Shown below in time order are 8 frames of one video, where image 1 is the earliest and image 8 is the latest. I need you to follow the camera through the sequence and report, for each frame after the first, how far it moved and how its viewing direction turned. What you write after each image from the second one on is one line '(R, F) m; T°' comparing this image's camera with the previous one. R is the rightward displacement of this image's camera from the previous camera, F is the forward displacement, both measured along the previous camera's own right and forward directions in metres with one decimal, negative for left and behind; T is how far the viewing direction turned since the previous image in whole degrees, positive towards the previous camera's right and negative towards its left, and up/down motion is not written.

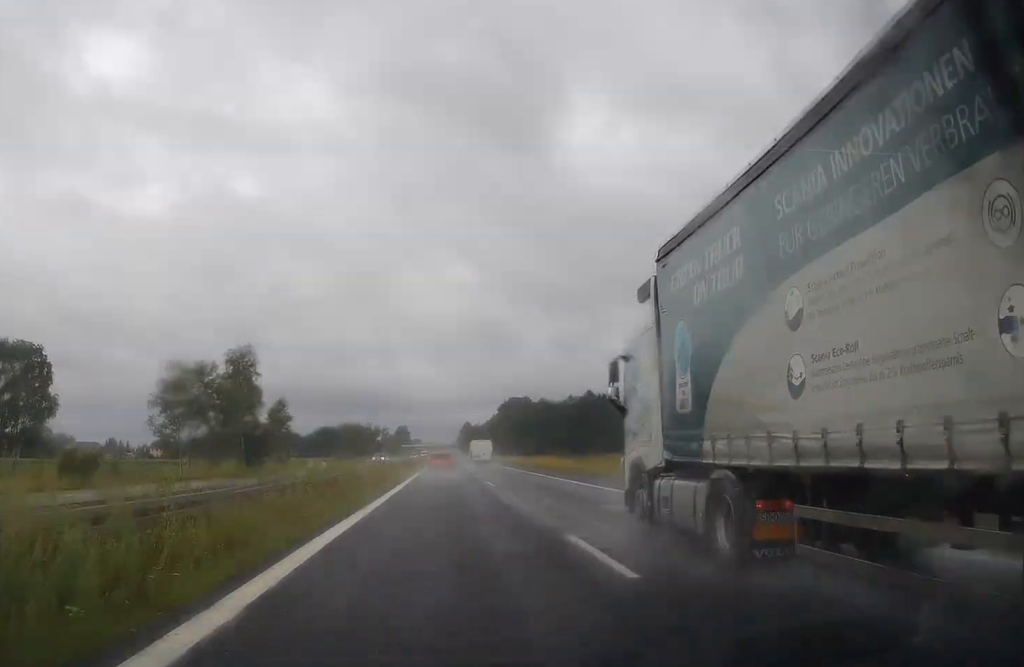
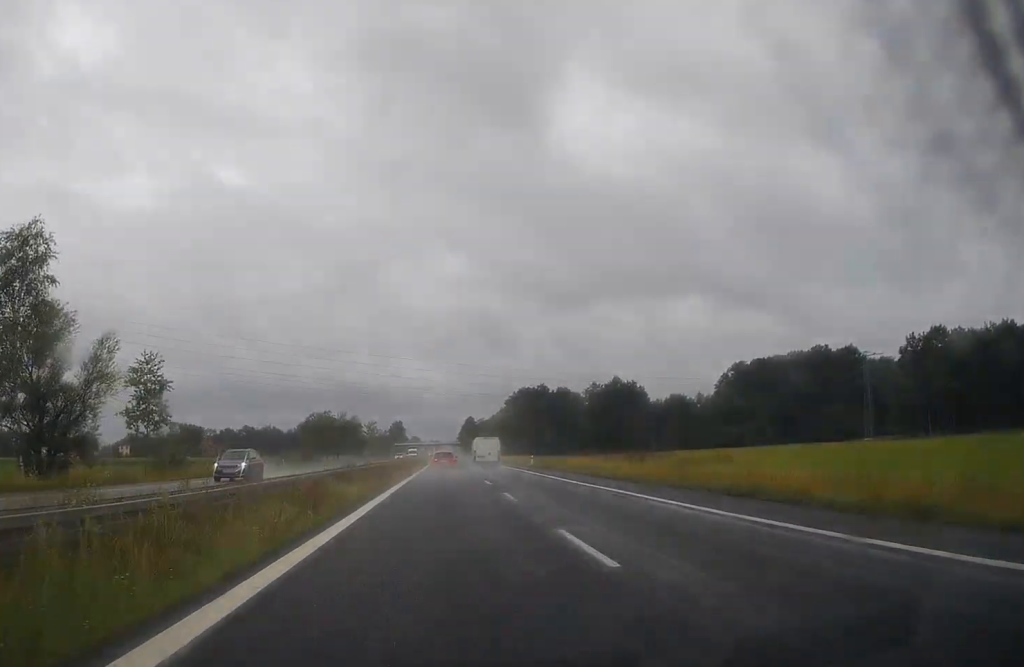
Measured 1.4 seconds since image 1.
(+0.2, +46.1) m; 0°
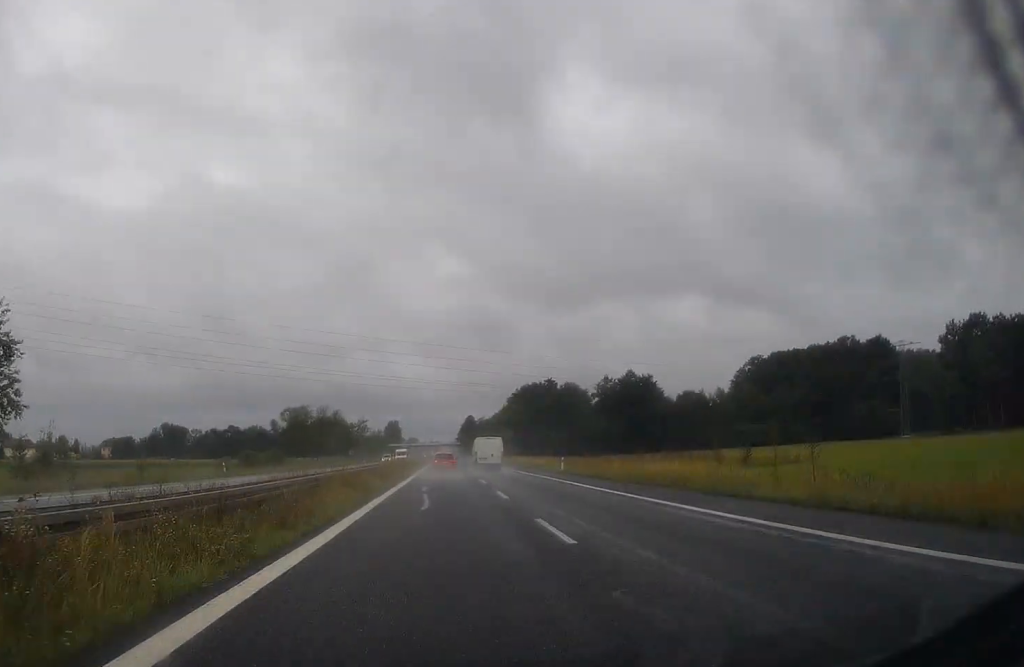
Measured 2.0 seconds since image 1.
(-0.1, +21.0) m; 0°
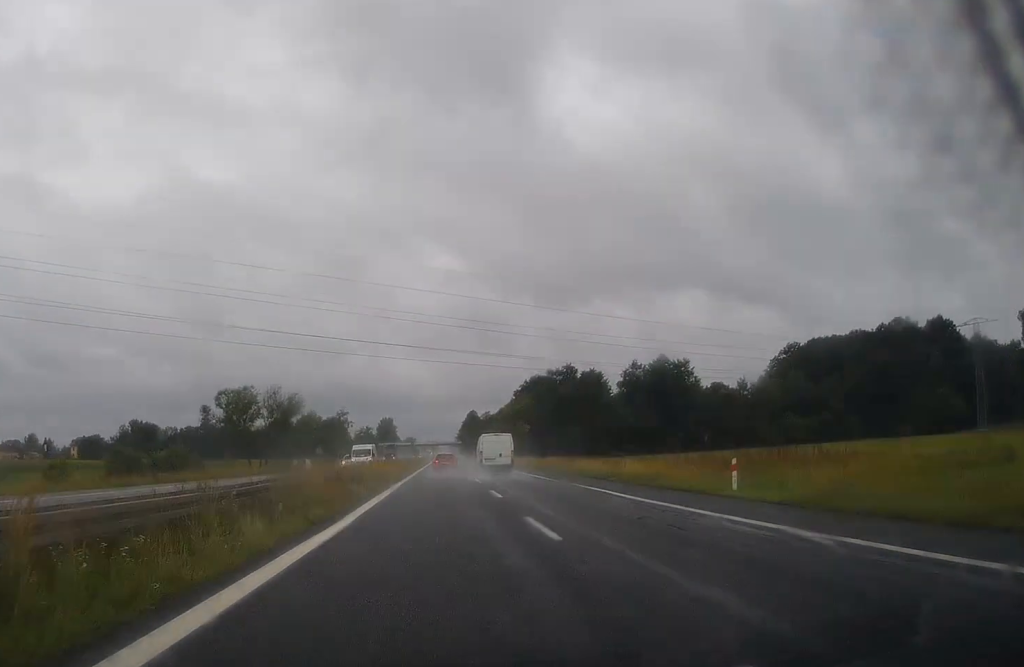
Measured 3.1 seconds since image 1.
(+0.3, +34.6) m; 0°
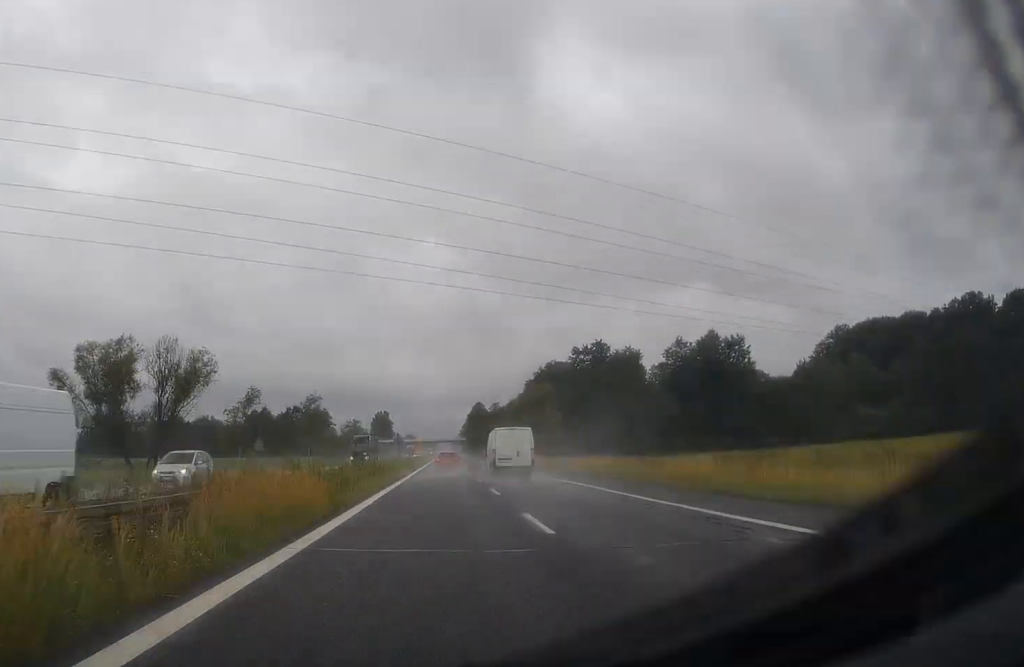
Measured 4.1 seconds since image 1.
(-0.3, +34.9) m; -1°
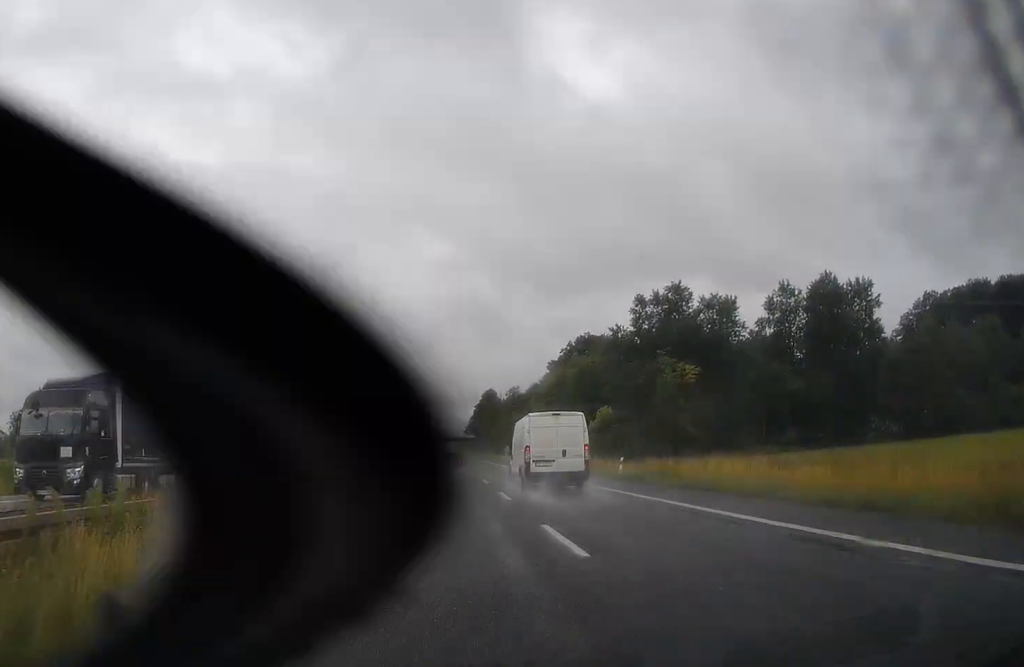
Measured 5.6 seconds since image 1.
(0.0, +49.7) m; 0°
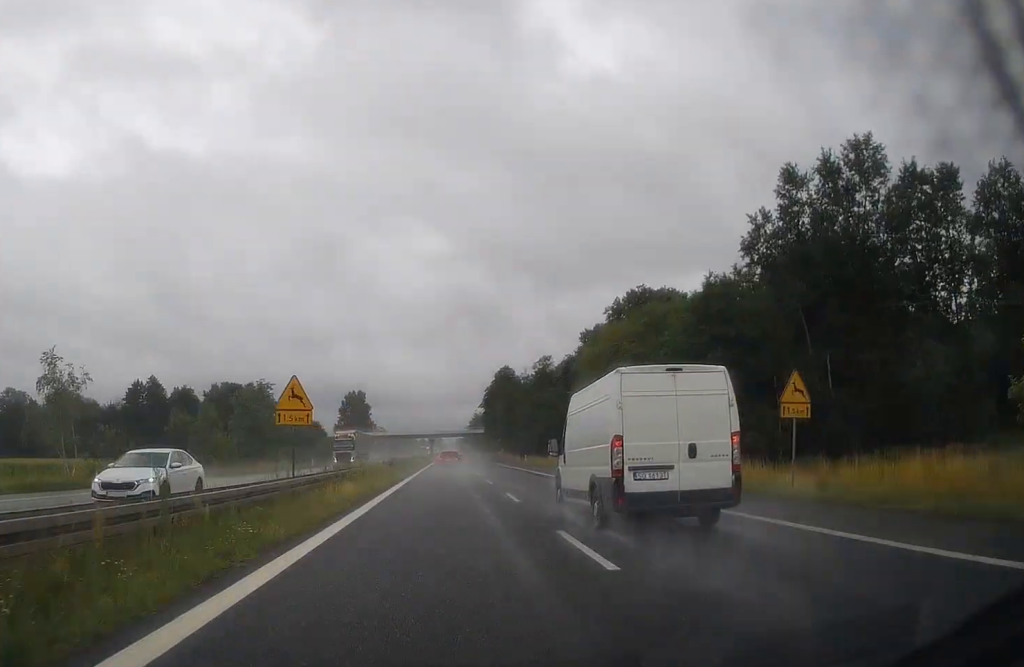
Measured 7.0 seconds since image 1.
(0.0, +48.5) m; 0°
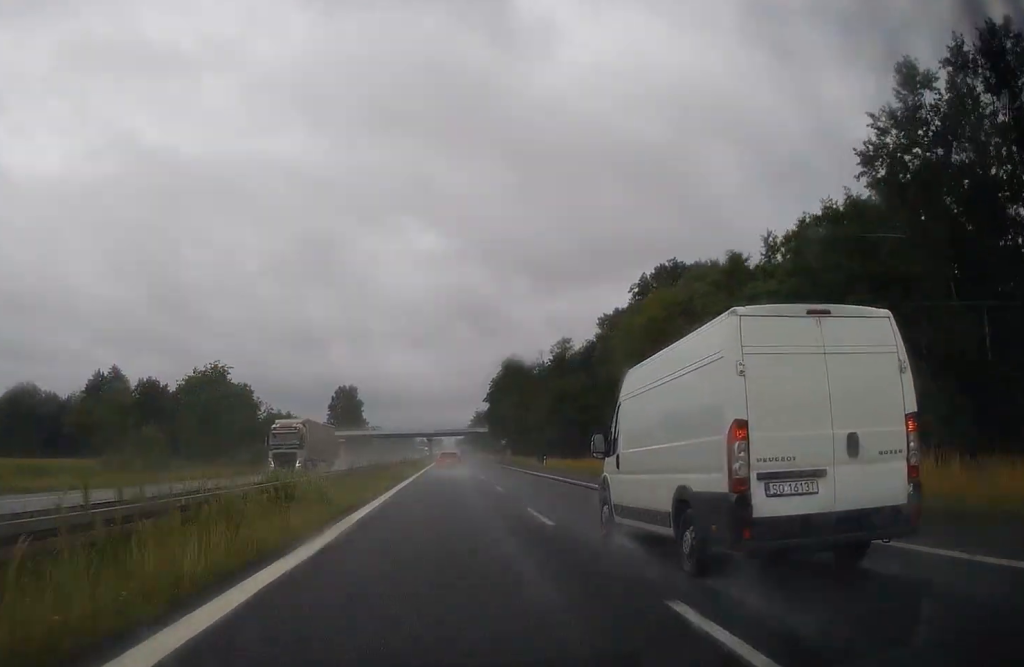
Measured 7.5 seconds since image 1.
(0.0, +18.1) m; 0°
